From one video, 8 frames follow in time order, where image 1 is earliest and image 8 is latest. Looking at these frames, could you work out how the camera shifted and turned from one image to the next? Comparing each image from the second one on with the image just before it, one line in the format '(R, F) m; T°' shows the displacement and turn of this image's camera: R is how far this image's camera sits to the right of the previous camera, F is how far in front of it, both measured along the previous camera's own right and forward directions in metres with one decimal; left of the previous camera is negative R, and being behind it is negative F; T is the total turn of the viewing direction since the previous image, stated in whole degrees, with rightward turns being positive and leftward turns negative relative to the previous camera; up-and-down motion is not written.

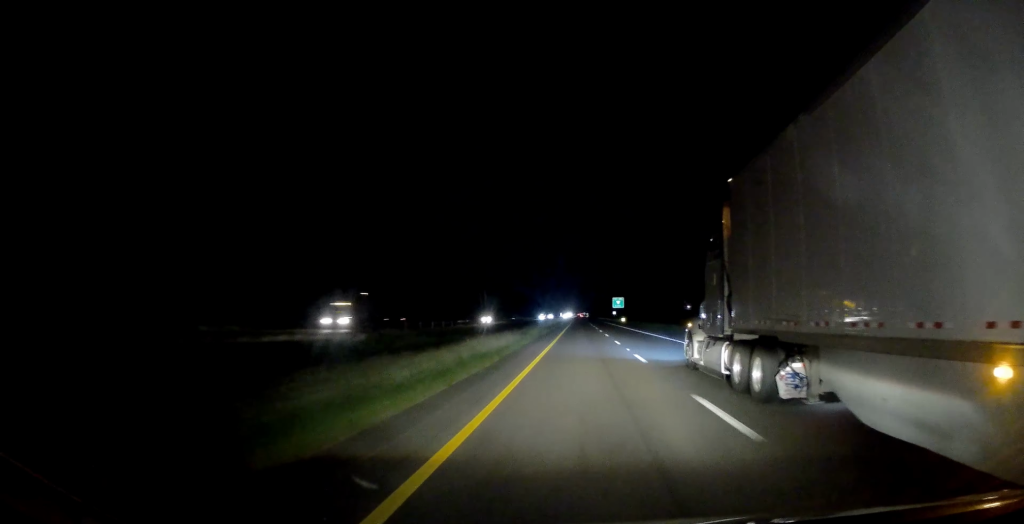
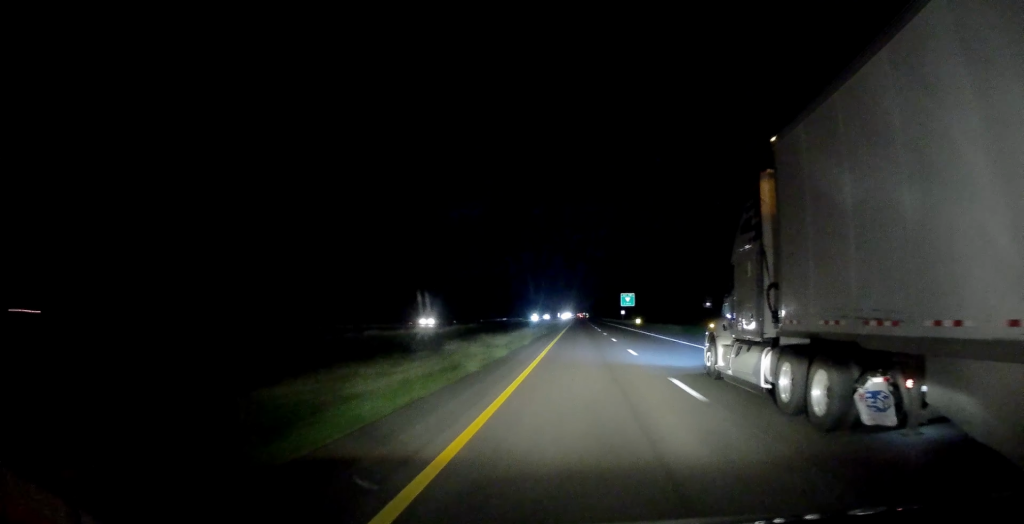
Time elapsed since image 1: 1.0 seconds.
(-0.1, +33.0) m; 0°
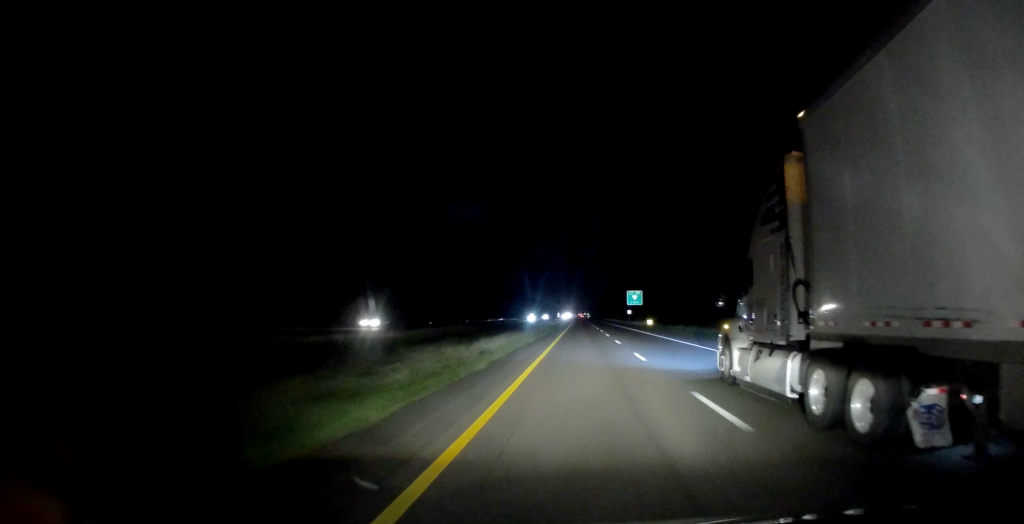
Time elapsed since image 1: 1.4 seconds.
(+0.1, +14.8) m; 0°
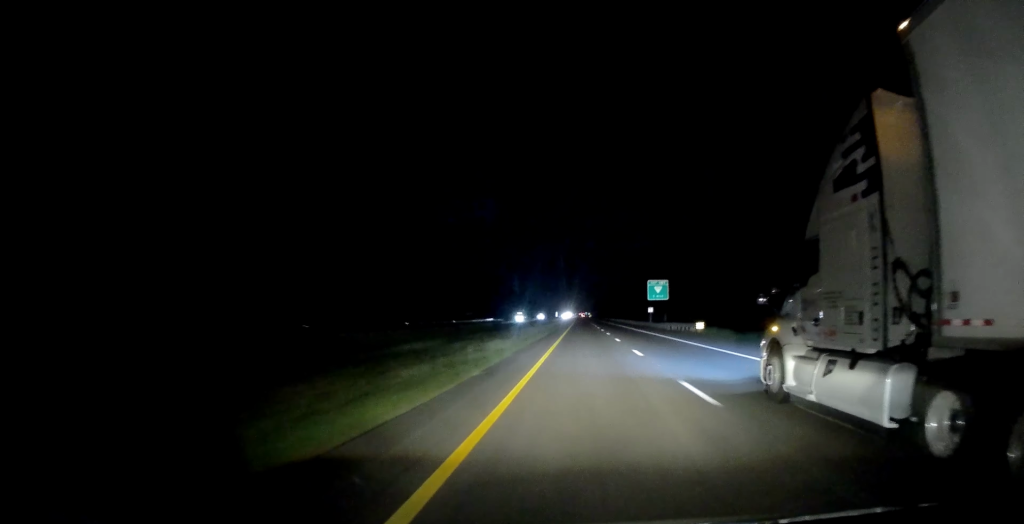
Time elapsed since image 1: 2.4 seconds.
(-0.2, +34.2) m; 0°
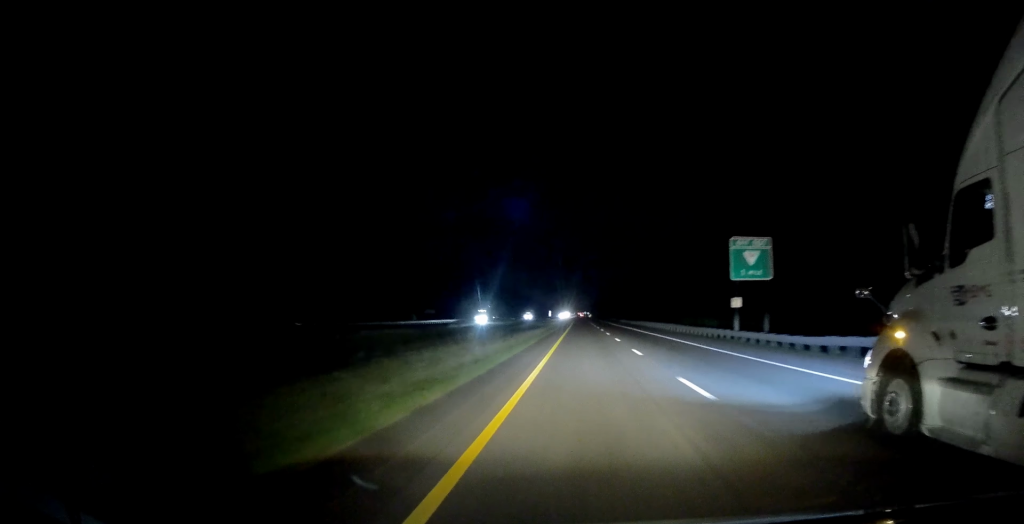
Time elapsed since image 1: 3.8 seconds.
(+0.2, +47.9) m; 0°
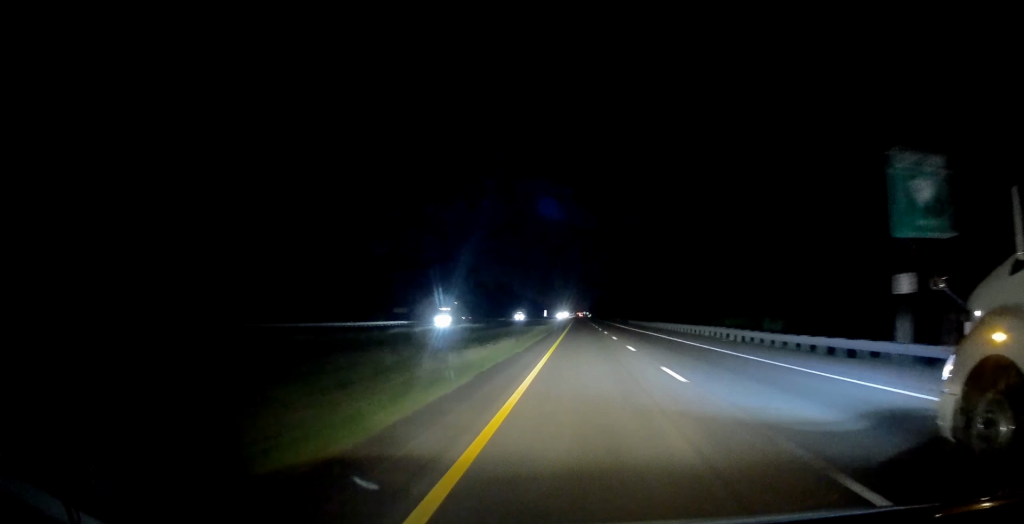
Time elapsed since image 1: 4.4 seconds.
(0.0, +21.6) m; 0°
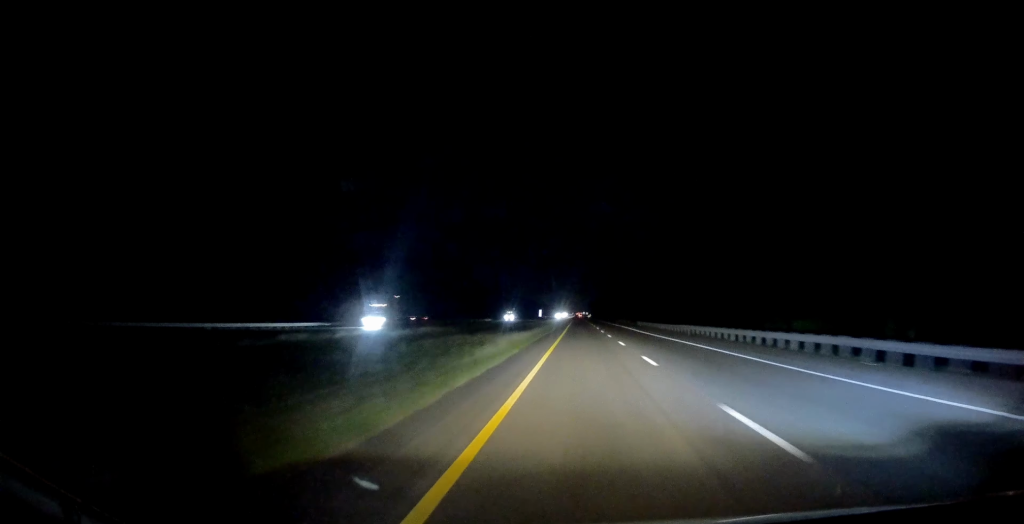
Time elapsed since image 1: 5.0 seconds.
(0.0, +19.2) m; 0°
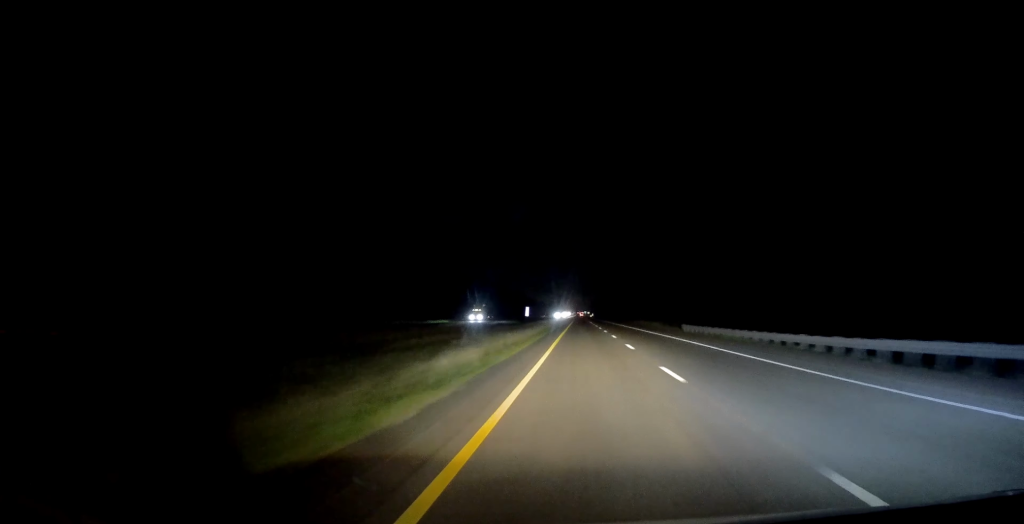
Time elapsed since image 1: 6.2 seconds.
(-0.1, +42.1) m; 0°
